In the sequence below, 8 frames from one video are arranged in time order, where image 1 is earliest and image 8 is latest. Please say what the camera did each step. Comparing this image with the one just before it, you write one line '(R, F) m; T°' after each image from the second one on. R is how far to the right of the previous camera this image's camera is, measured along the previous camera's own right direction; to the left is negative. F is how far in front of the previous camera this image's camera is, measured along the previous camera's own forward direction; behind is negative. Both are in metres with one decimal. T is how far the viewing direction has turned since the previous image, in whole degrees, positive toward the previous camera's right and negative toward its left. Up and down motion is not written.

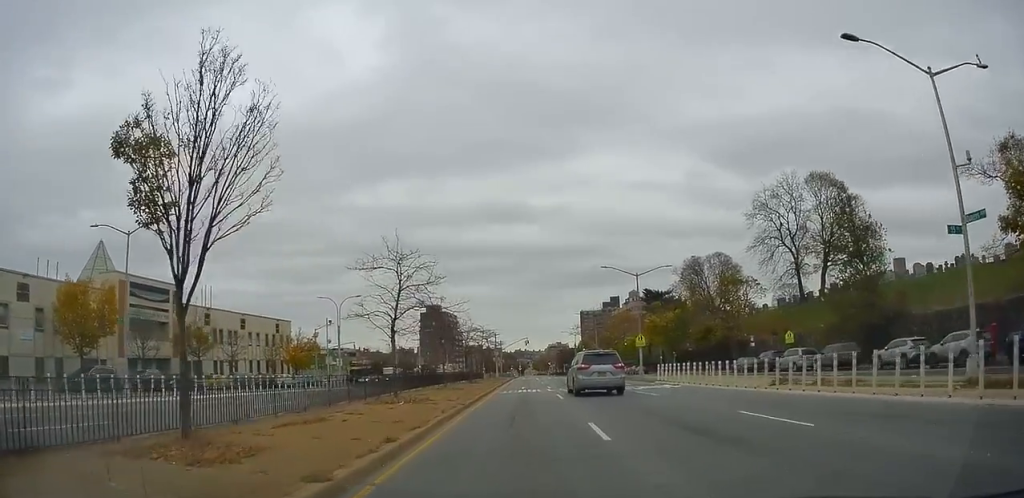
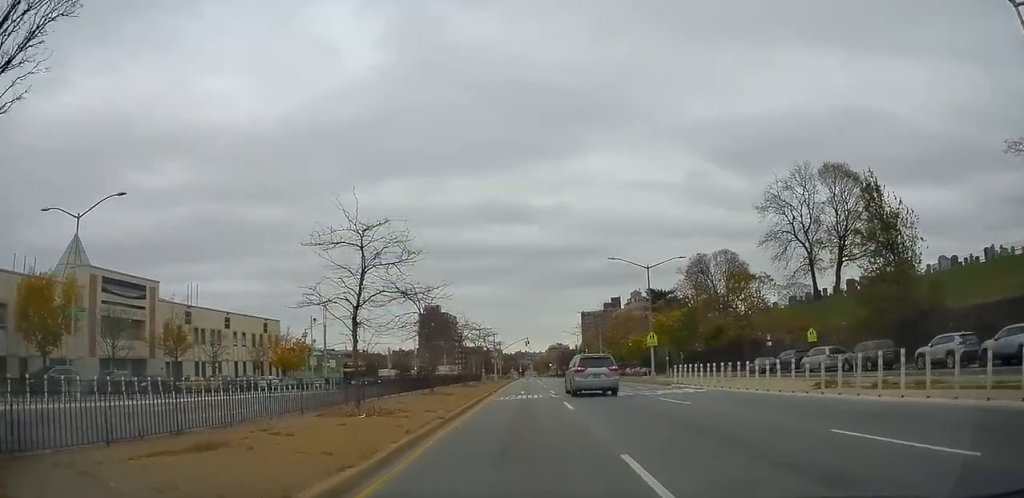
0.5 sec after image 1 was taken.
(+0.2, +4.4) m; 0°
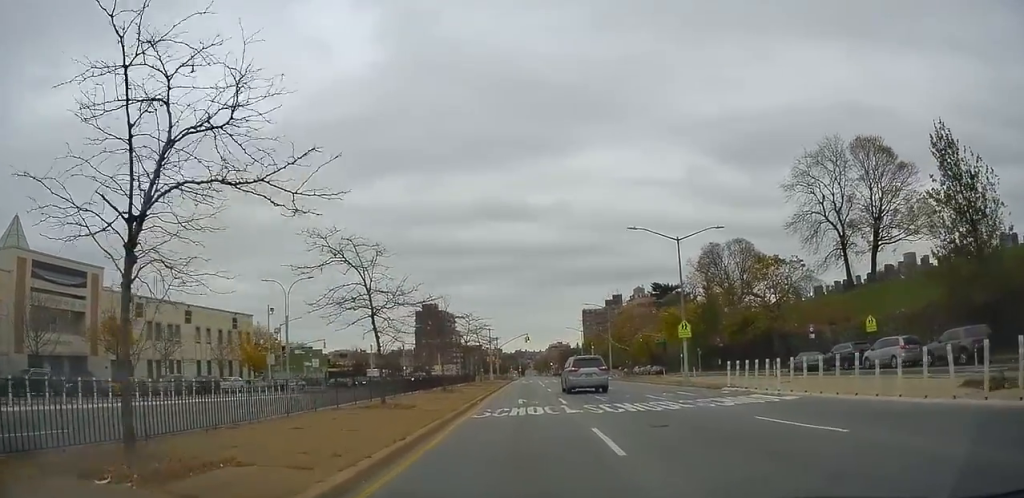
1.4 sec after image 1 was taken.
(0.0, +9.1) m; 0°
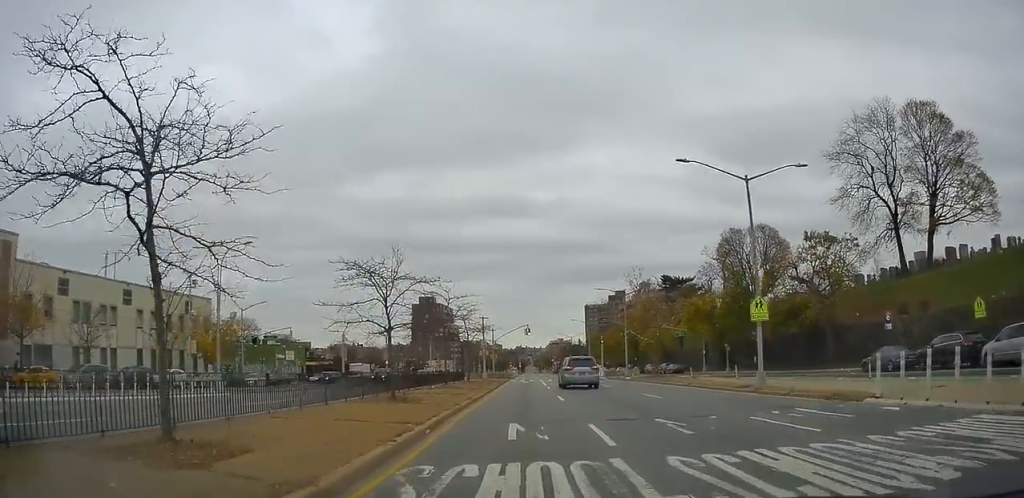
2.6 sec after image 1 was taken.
(0.0, +11.3) m; 0°
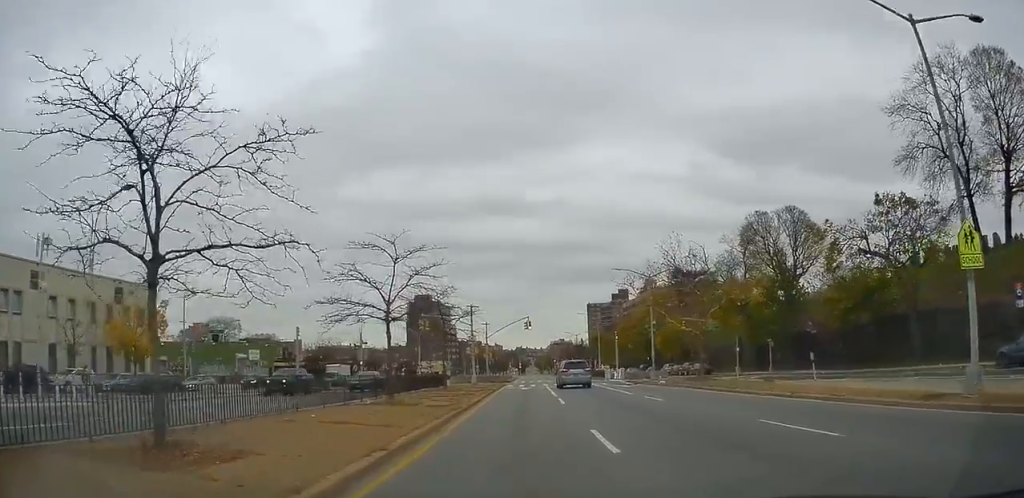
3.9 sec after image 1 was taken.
(-0.3, +12.5) m; -3°
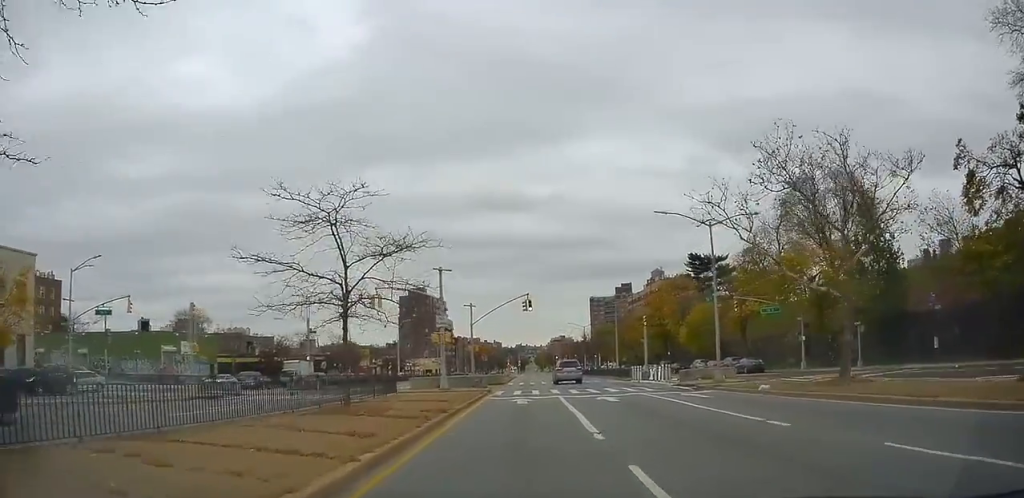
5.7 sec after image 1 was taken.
(+0.8, +16.6) m; +6°
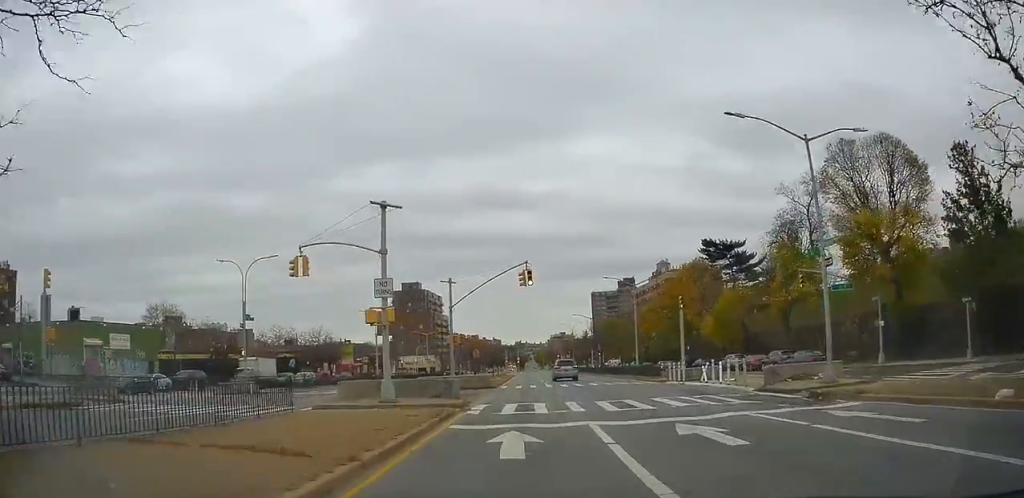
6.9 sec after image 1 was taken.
(+0.1, +12.4) m; -3°
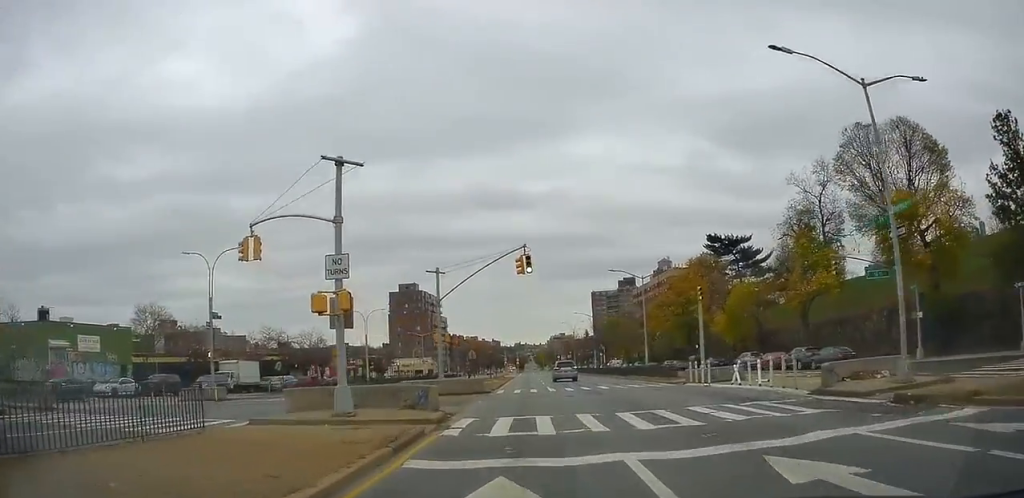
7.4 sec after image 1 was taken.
(-0.2, +4.5) m; 0°
